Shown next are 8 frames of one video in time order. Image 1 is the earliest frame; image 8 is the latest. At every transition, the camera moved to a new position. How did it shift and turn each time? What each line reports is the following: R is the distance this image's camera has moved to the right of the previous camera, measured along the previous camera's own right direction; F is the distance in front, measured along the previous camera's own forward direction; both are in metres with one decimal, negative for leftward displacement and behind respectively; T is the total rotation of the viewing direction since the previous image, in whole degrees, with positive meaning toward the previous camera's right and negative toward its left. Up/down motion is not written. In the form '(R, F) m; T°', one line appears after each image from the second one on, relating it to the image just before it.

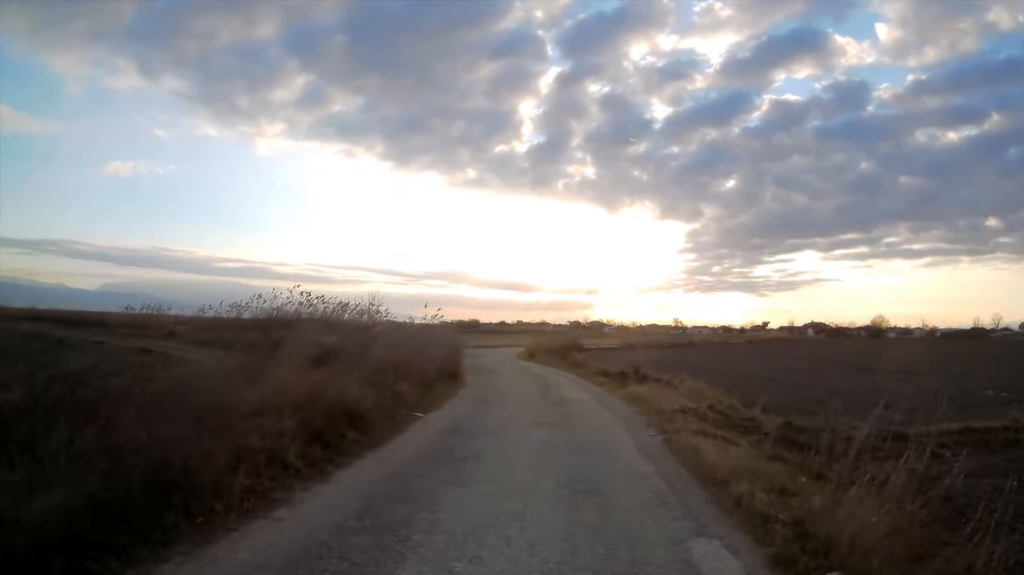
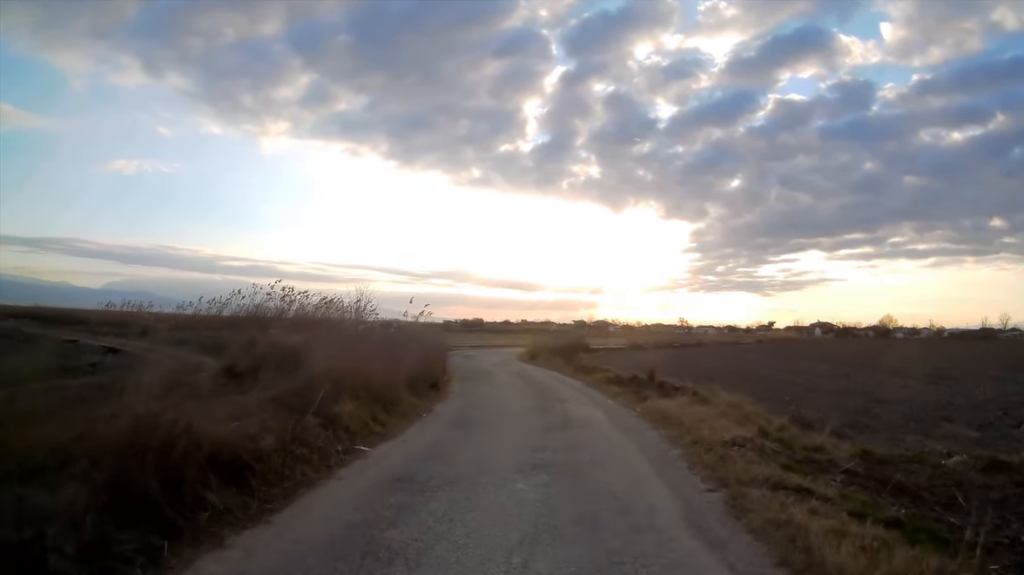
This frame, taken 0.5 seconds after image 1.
(0.0, +3.2) m; 0°
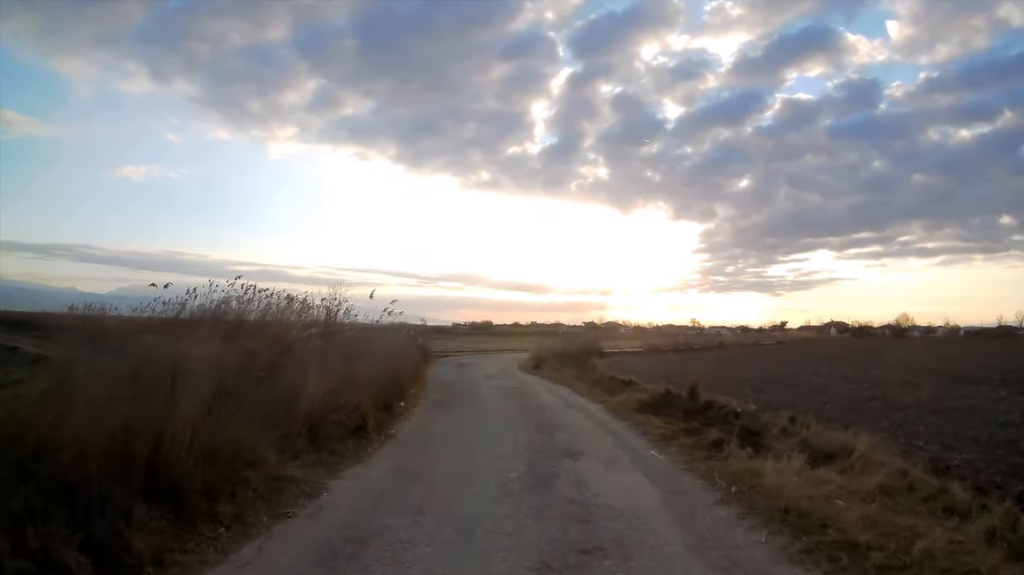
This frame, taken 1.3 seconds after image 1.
(0.0, +5.6) m; 0°
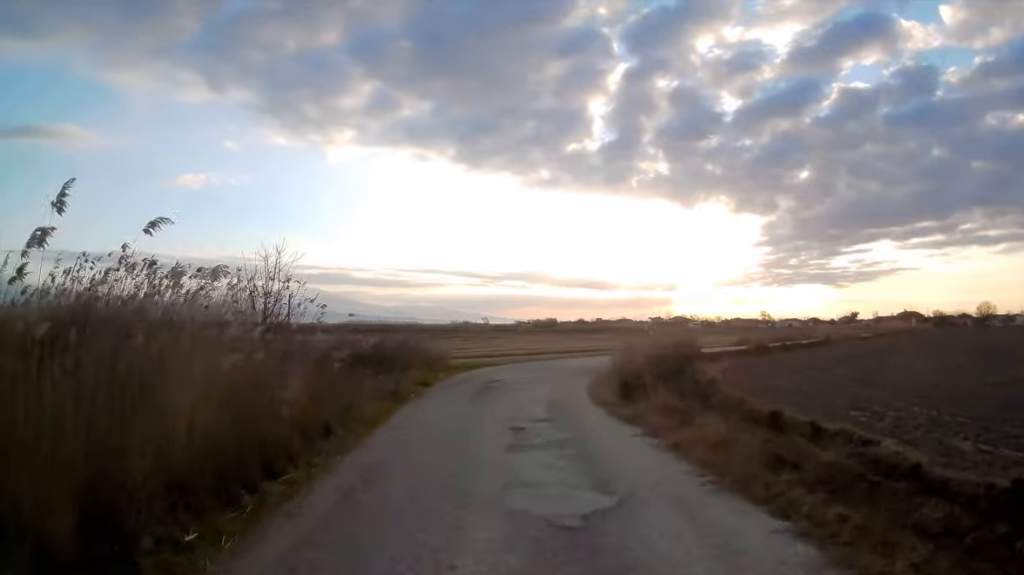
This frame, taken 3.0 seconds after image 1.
(-0.3, +13.8) m; -2°
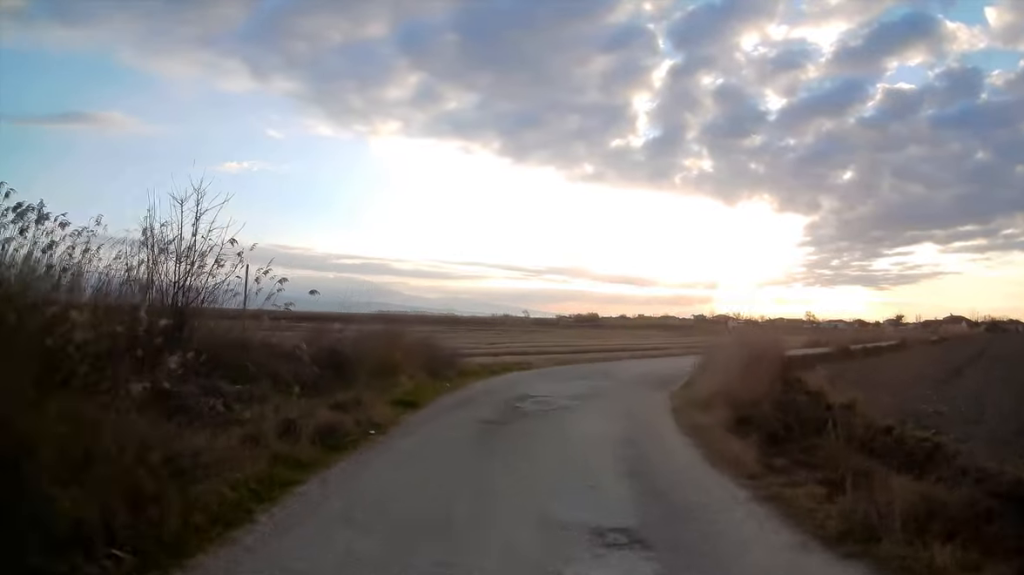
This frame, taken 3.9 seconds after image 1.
(0.0, +7.6) m; -5°
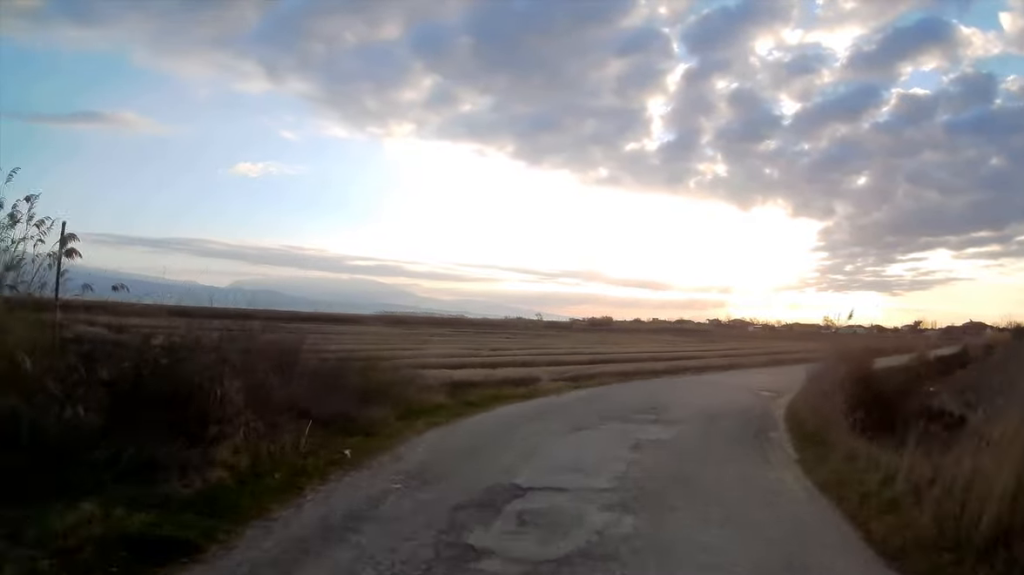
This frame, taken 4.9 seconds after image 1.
(-0.7, +8.4) m; -6°
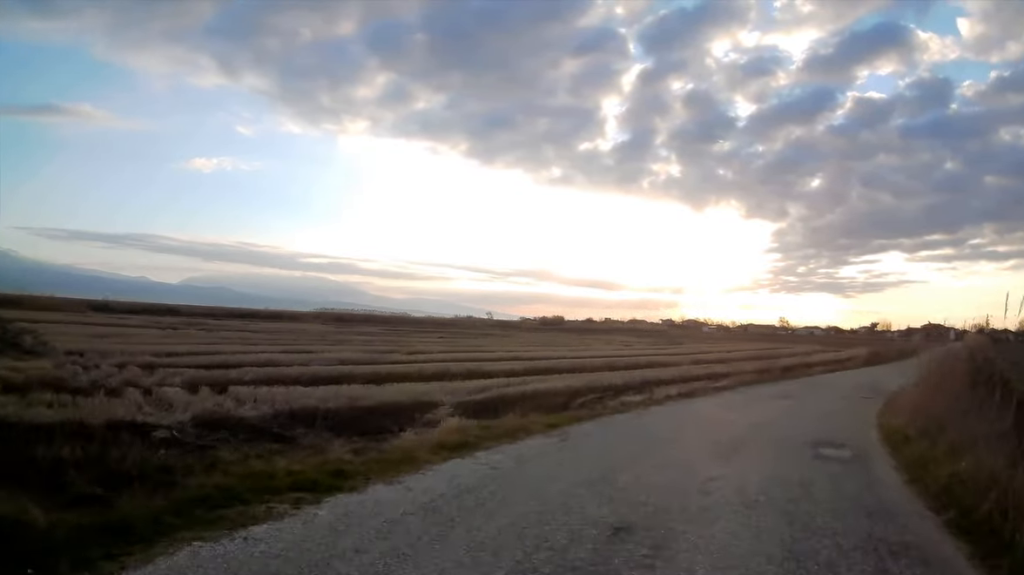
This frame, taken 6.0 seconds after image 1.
(-0.3, +8.8) m; +1°
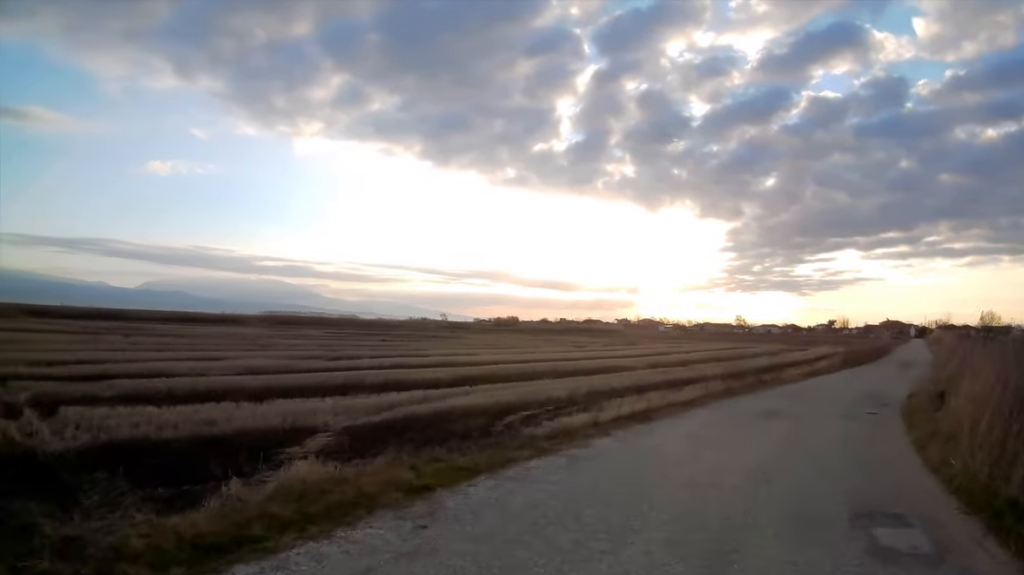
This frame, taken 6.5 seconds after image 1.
(+0.1, +4.1) m; +2°
